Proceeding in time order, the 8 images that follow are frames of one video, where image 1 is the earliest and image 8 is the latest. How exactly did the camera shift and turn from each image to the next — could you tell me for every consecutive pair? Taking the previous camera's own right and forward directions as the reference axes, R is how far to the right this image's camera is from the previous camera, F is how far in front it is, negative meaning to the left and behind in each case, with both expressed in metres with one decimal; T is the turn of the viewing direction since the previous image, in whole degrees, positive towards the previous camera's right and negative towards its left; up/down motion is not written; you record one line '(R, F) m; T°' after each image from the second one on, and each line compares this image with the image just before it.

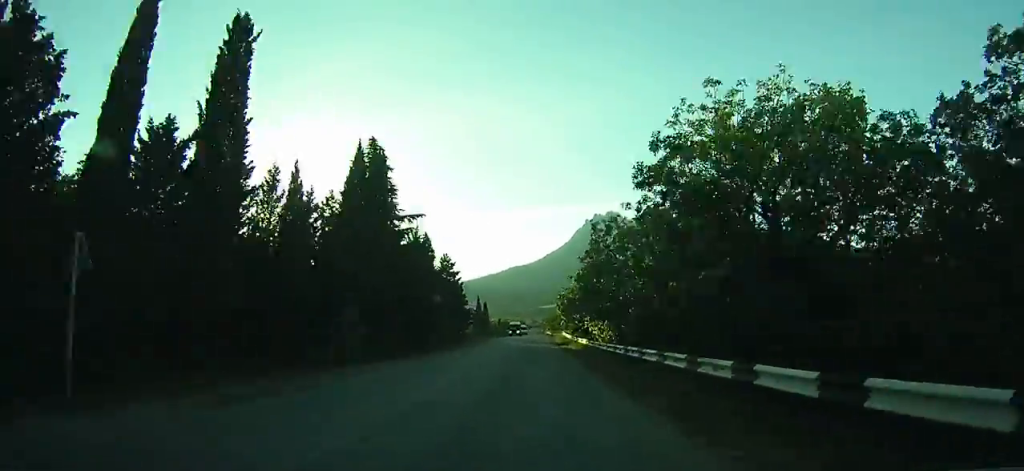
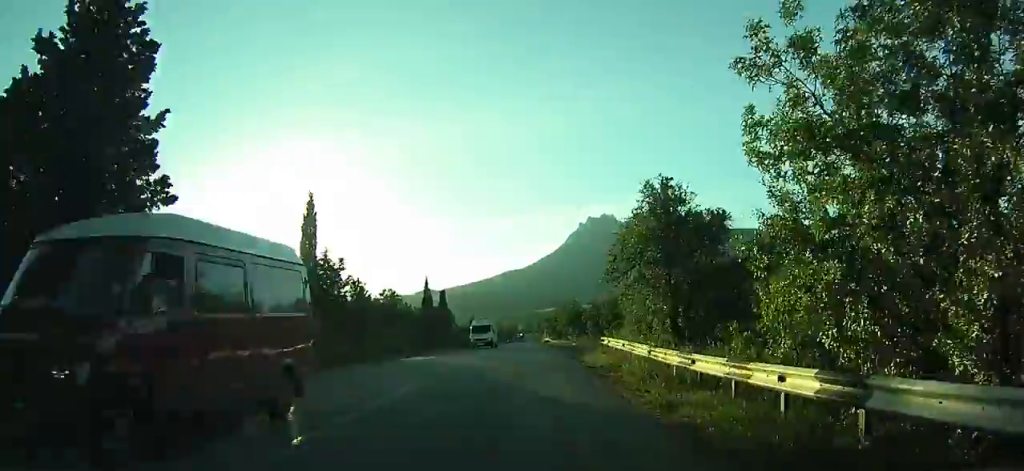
(-1.5, +49.8) m; -2°
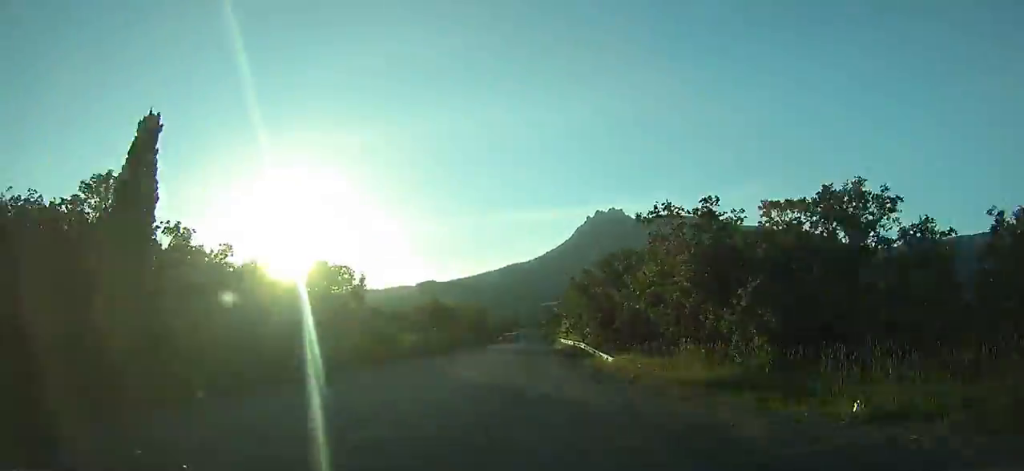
(-0.1, +59.8) m; -1°
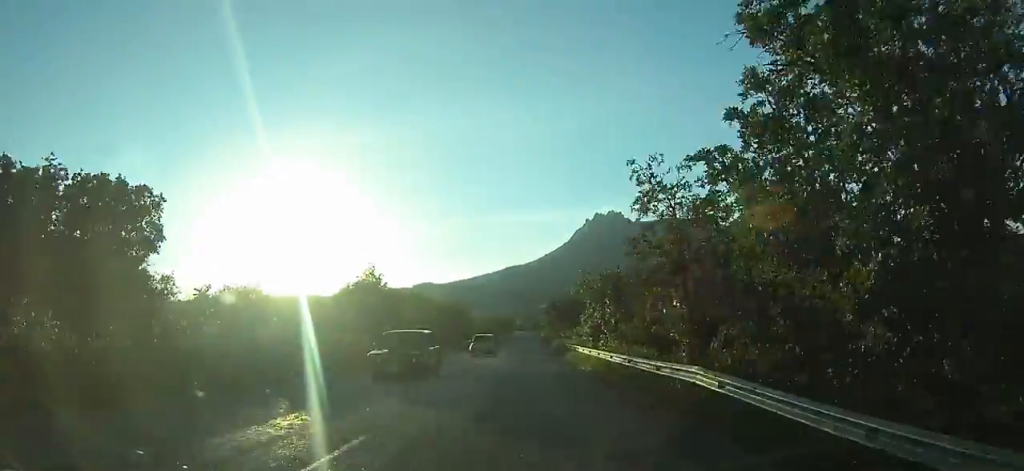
(0.0, +25.4) m; -1°
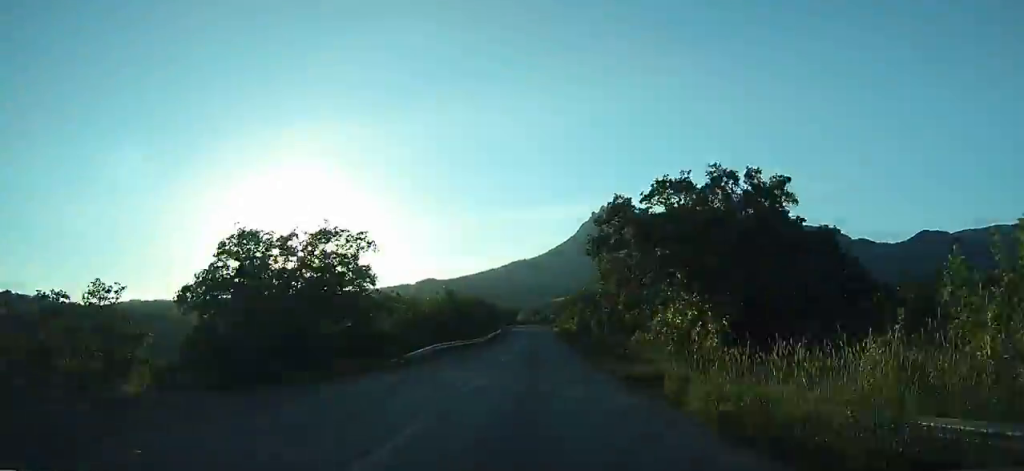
(-1.6, +52.8) m; -4°
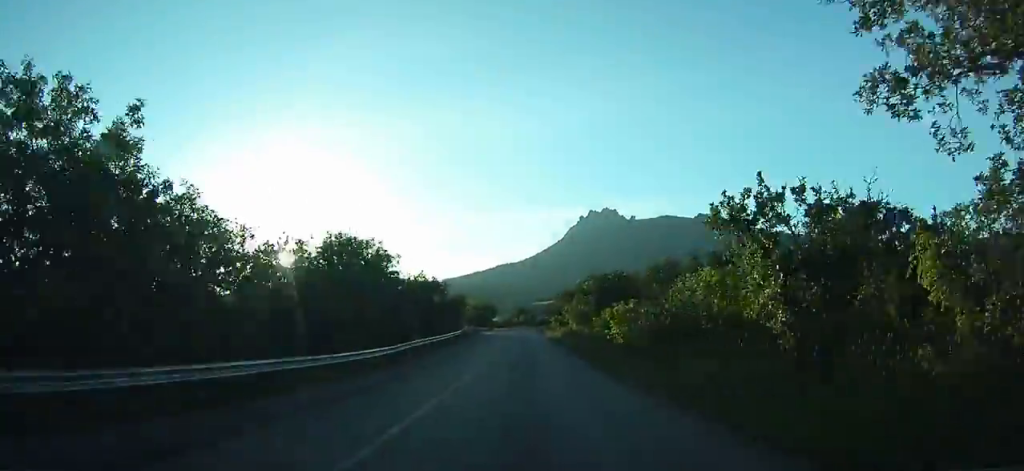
(-1.8, +40.2) m; +5°
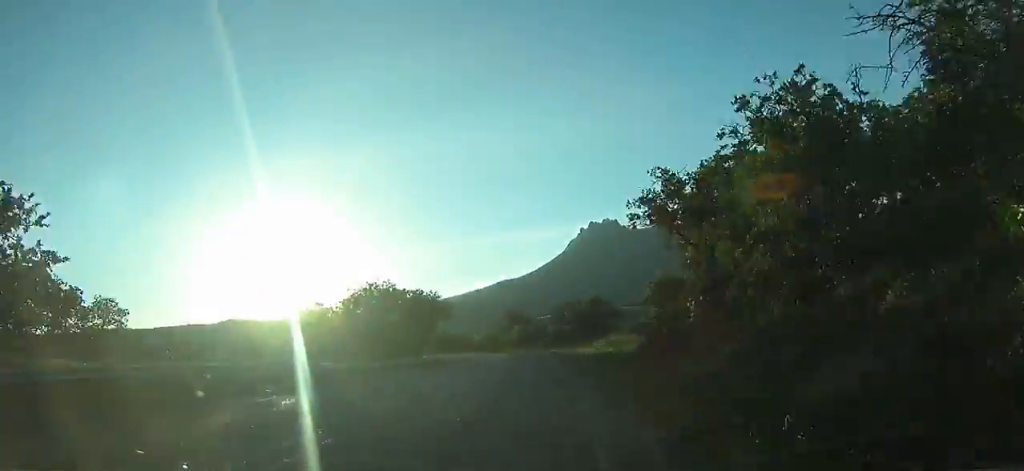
(+6.0, +76.5) m; -1°
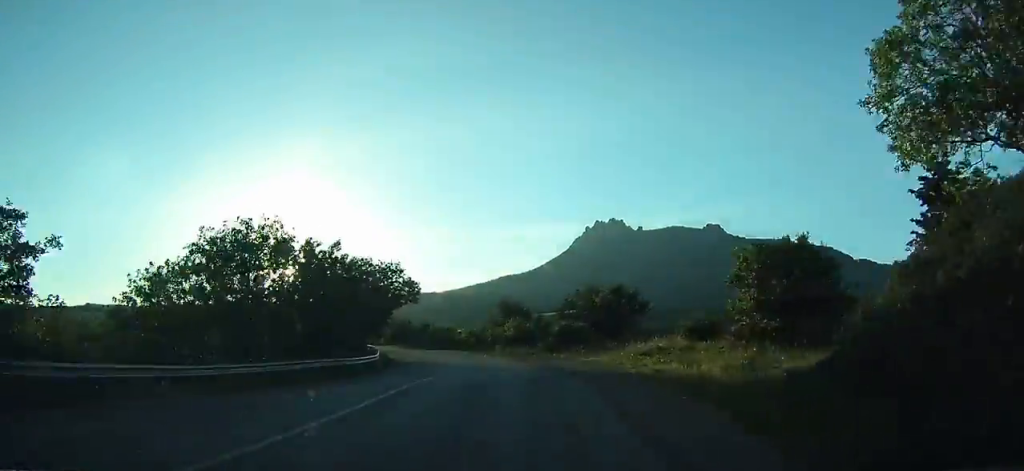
(-0.6, +18.7) m; -4°
